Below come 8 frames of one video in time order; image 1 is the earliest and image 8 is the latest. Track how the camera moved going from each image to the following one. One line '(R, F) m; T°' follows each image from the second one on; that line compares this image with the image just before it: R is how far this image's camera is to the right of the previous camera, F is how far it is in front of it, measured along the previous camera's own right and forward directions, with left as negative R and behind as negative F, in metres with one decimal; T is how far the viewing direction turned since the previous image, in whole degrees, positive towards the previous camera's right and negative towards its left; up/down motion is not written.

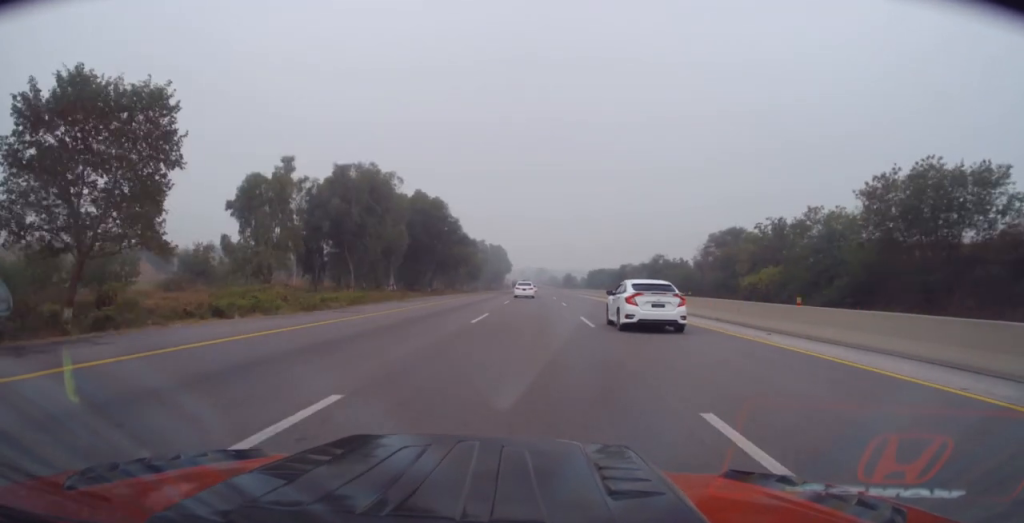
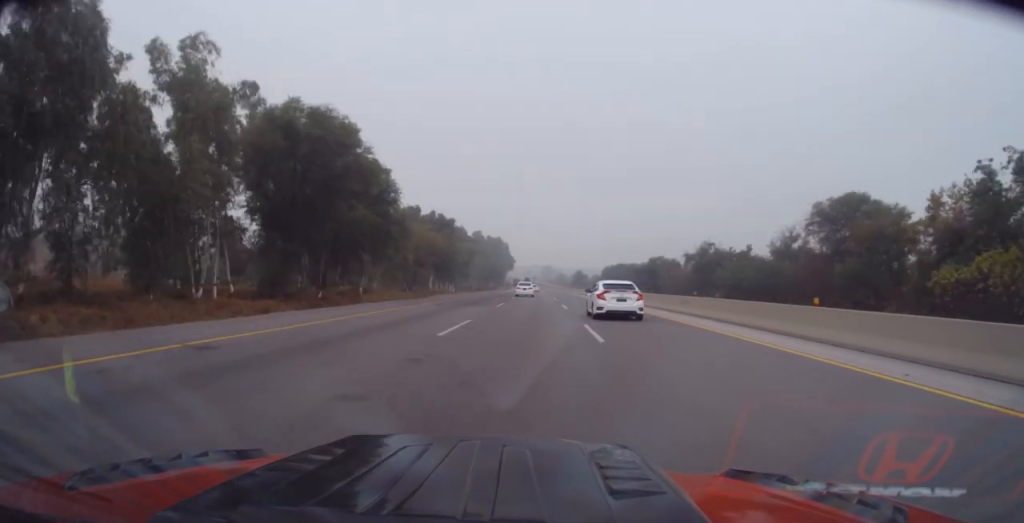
(-0.9, +40.9) m; -1°
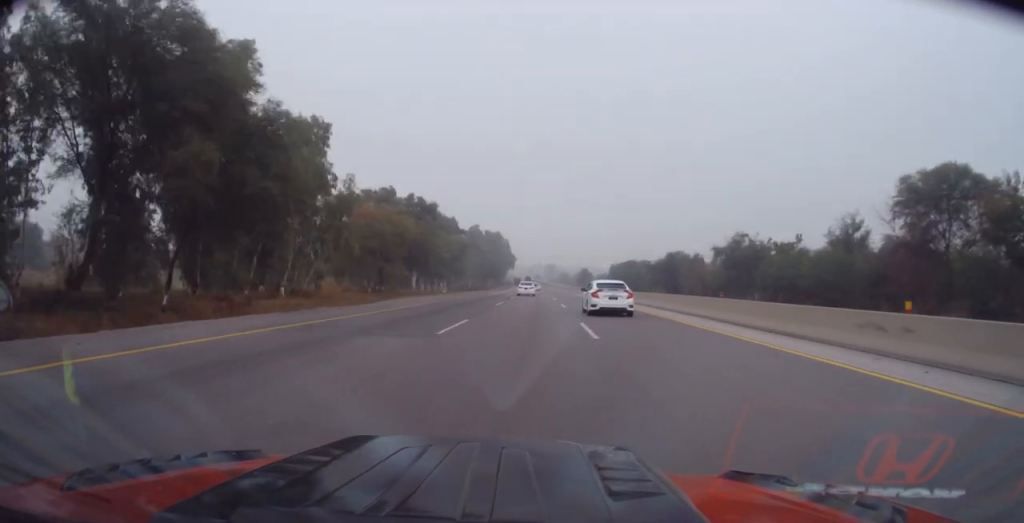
(+0.7, +17.7) m; 0°
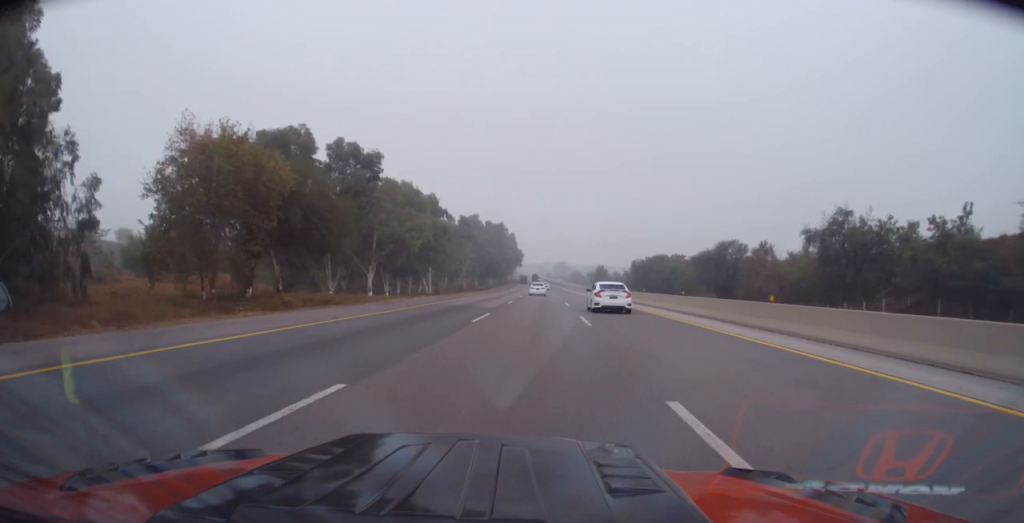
(-0.6, +31.1) m; -1°
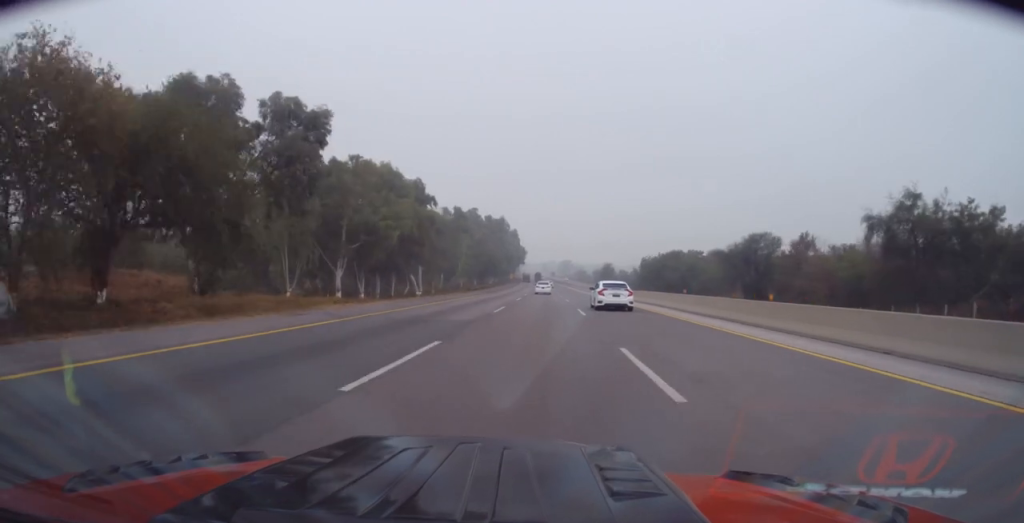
(0.0, +12.5) m; 0°
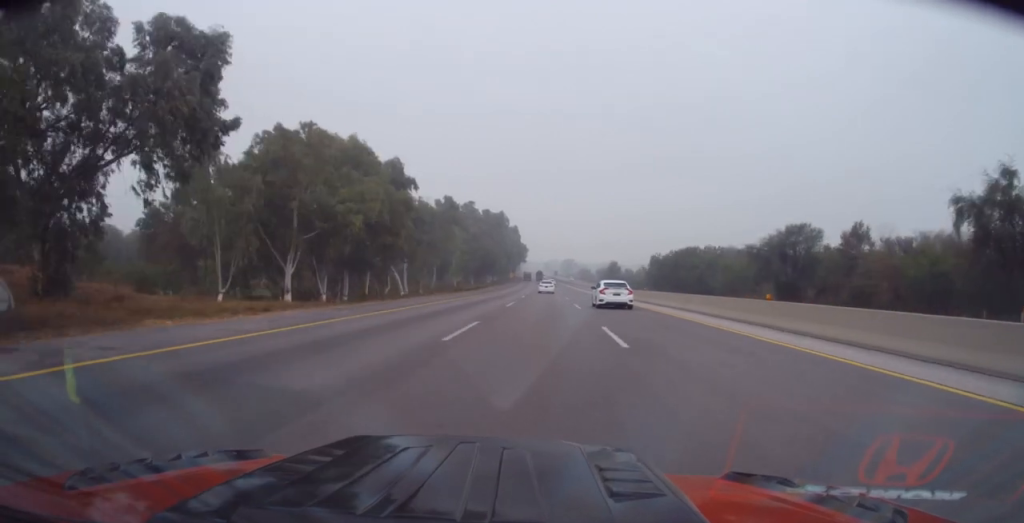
(+0.2, +12.5) m; 0°
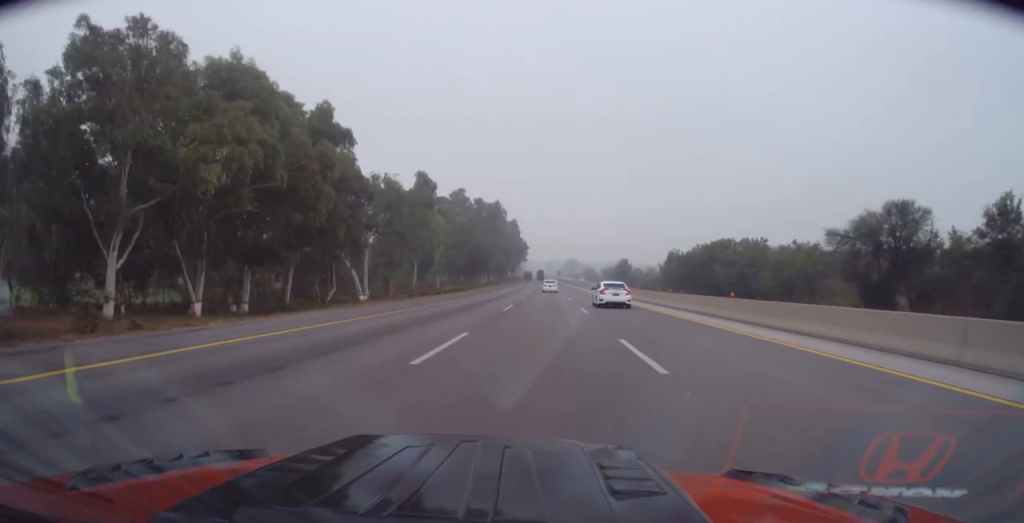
(-0.2, +21.6) m; -1°
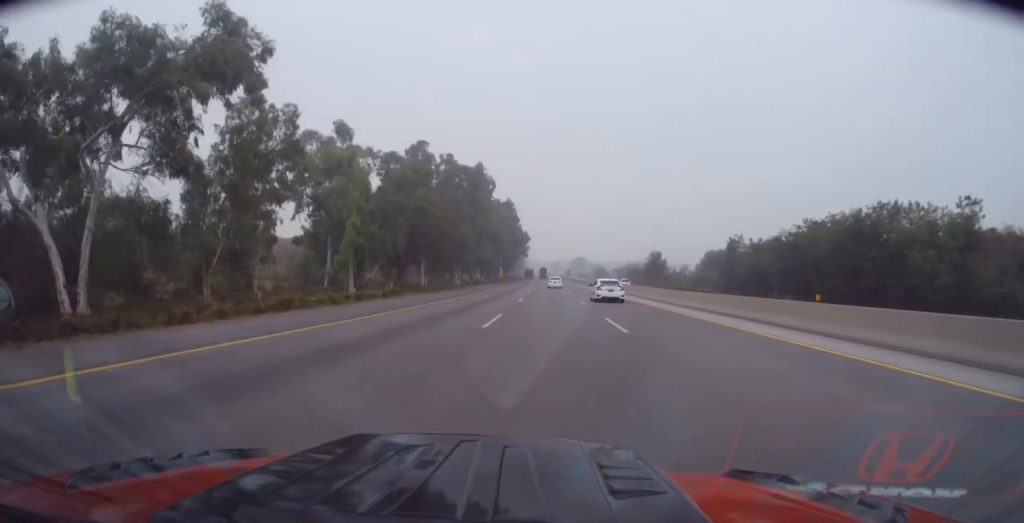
(-0.3, +47.1) m; 0°
